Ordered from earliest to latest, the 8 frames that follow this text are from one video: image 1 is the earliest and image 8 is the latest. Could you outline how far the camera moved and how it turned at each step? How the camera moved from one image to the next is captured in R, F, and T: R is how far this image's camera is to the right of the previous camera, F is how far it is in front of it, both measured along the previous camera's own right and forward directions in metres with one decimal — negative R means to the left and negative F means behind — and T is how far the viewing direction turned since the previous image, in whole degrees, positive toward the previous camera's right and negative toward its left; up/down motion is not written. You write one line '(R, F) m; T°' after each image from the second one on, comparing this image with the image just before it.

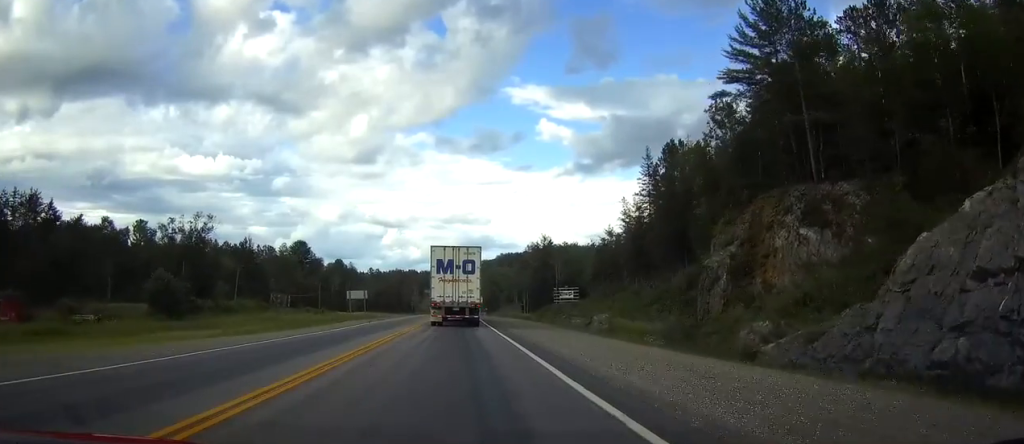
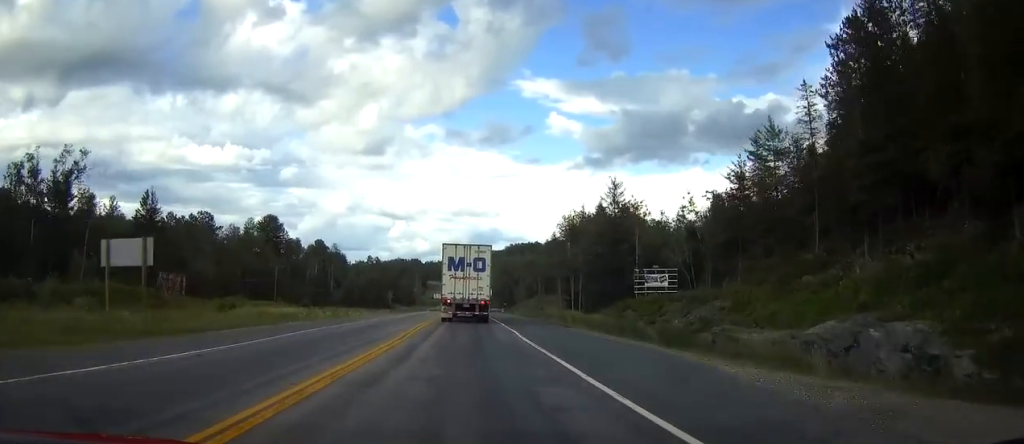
(-0.3, +56.6) m; -1°
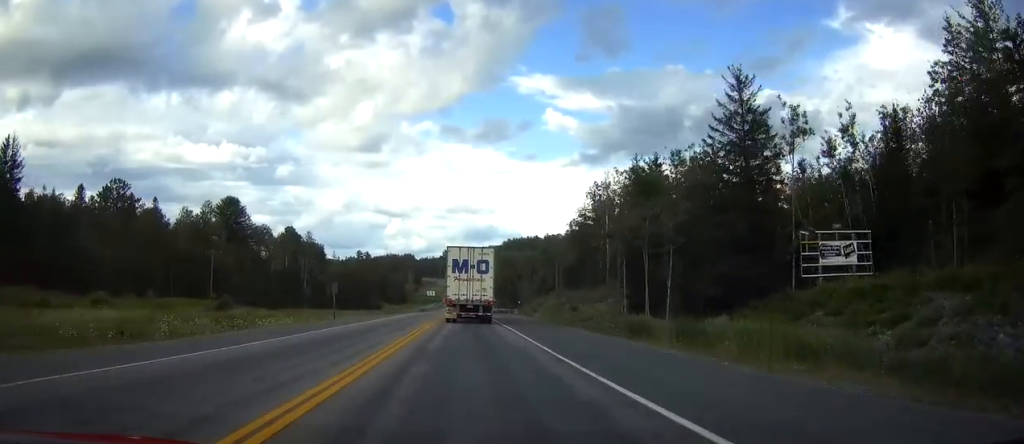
(0.0, +38.8) m; 0°
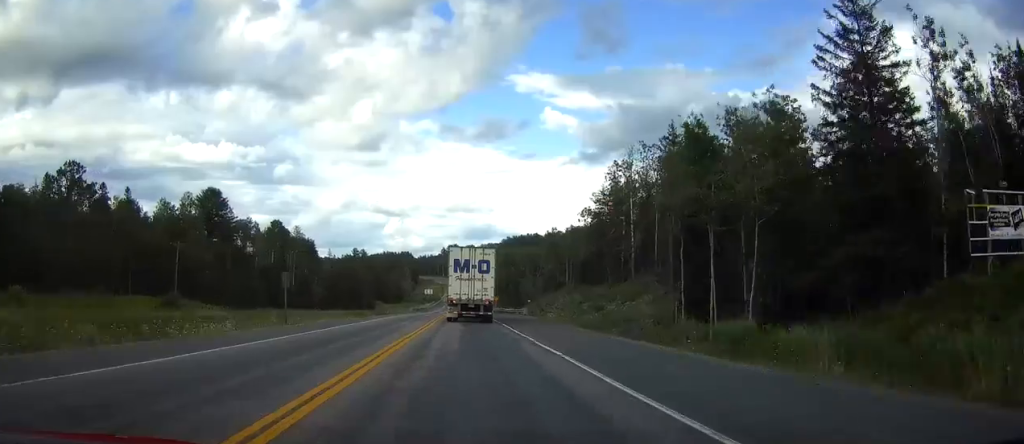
(+0.1, +15.0) m; 0°
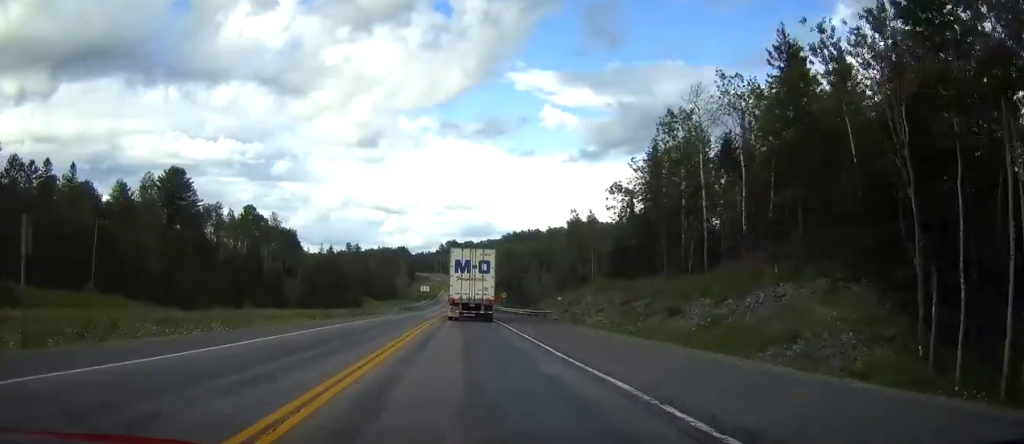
(+0.1, +25.4) m; 0°
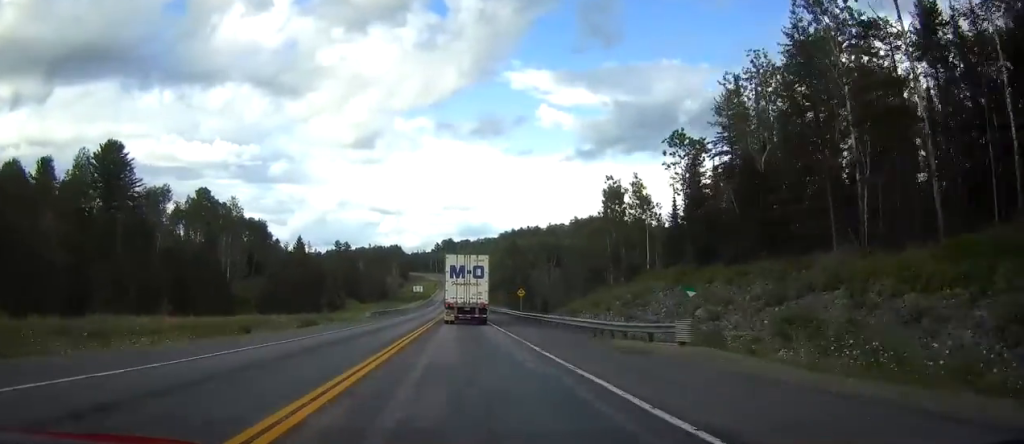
(+0.1, +31.1) m; 0°
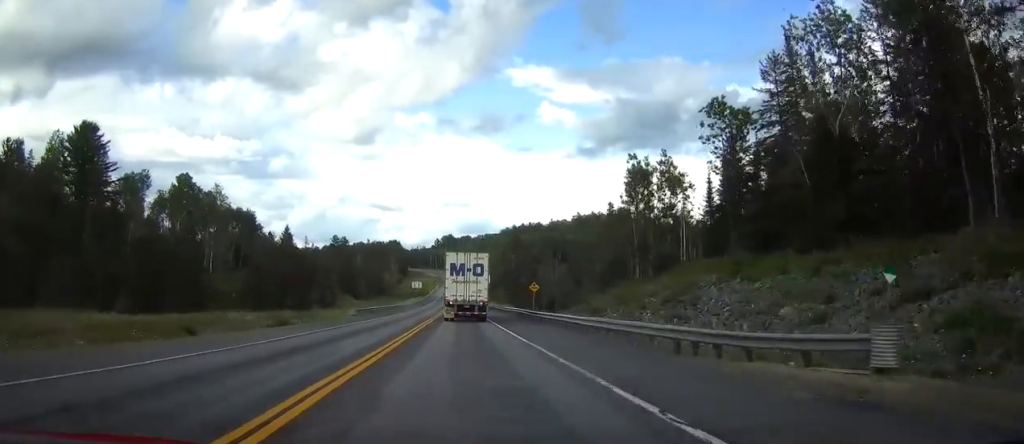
(0.0, +11.1) m; 0°
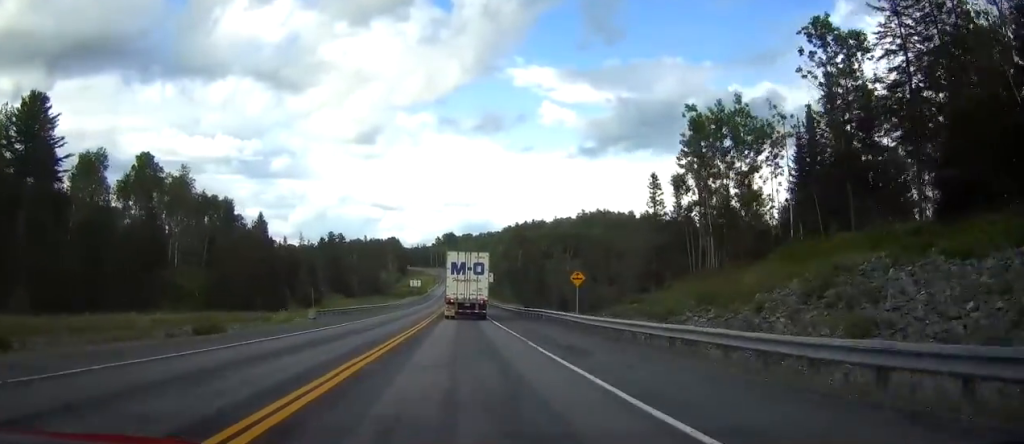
(+0.1, +18.8) m; 0°
